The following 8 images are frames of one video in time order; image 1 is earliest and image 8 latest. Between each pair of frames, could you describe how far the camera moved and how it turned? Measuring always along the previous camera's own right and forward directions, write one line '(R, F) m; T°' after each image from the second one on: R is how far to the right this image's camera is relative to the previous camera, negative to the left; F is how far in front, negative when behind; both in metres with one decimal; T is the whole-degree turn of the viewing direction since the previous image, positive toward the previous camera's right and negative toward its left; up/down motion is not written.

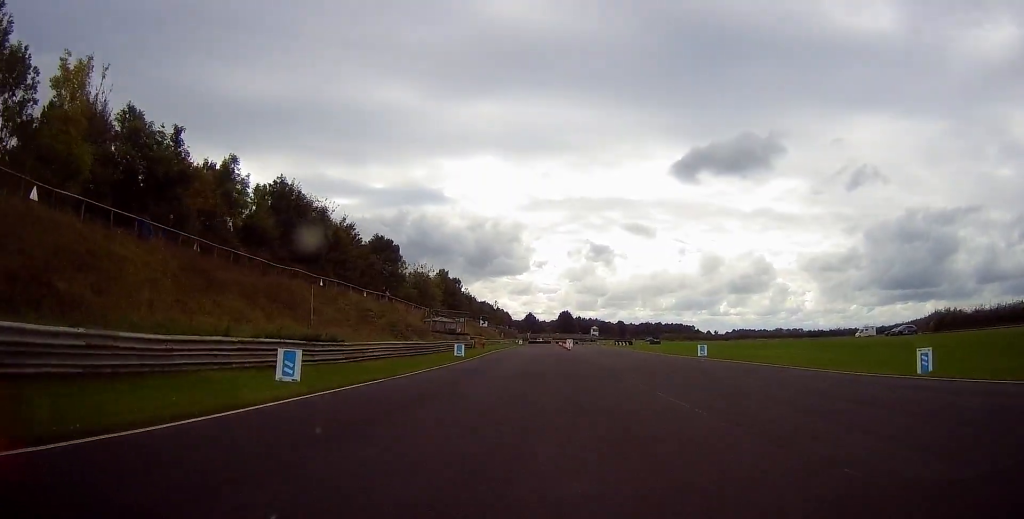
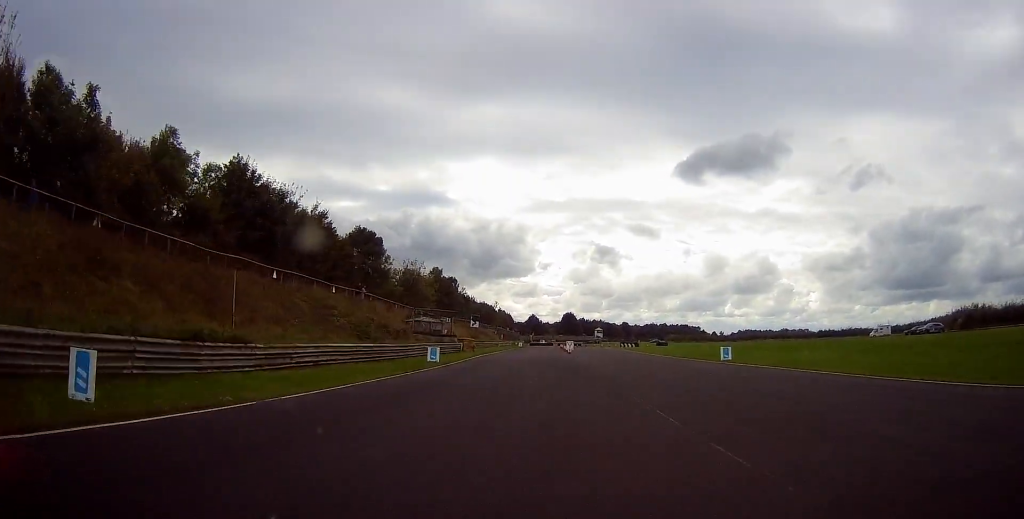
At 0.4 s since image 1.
(+0.2, +6.8) m; -1°
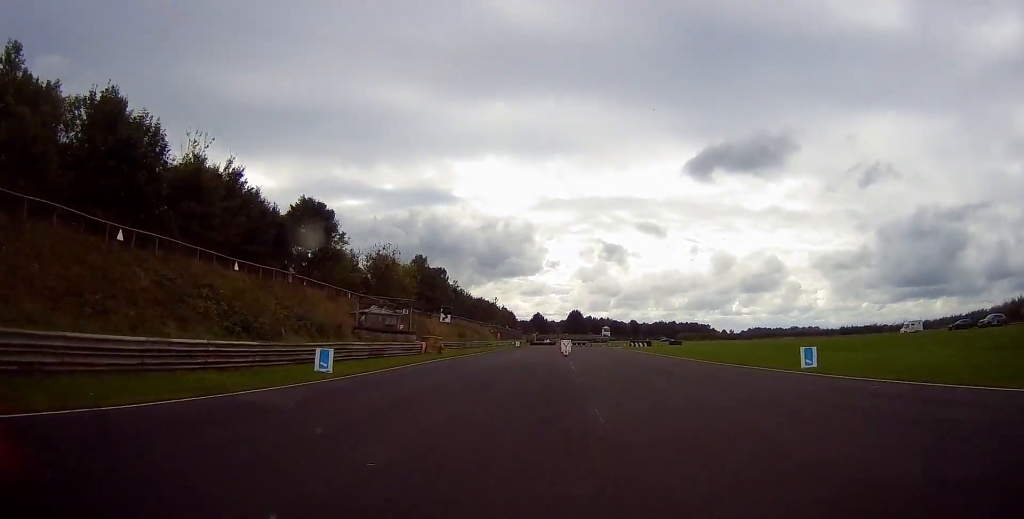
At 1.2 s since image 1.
(-0.4, +14.2) m; -1°
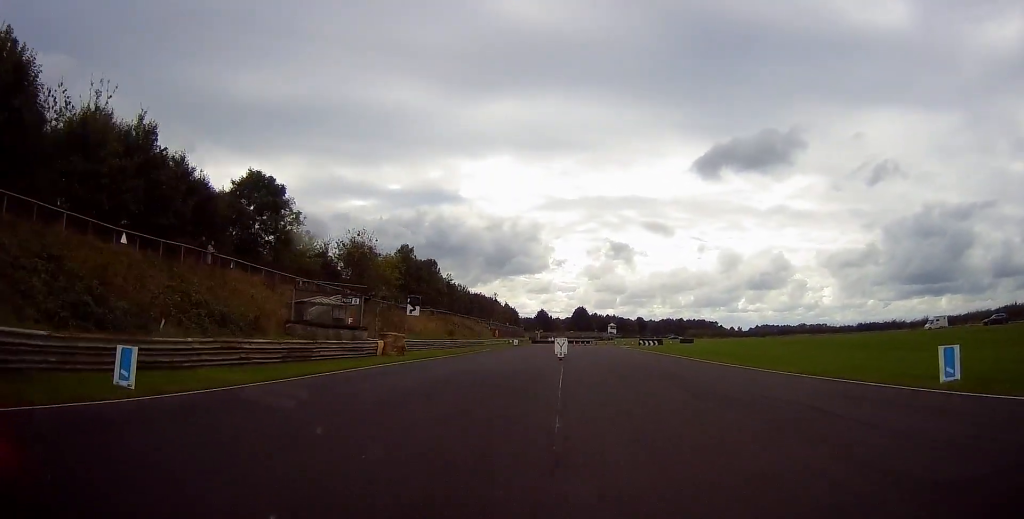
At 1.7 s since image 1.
(-0.1, +9.8) m; -1°
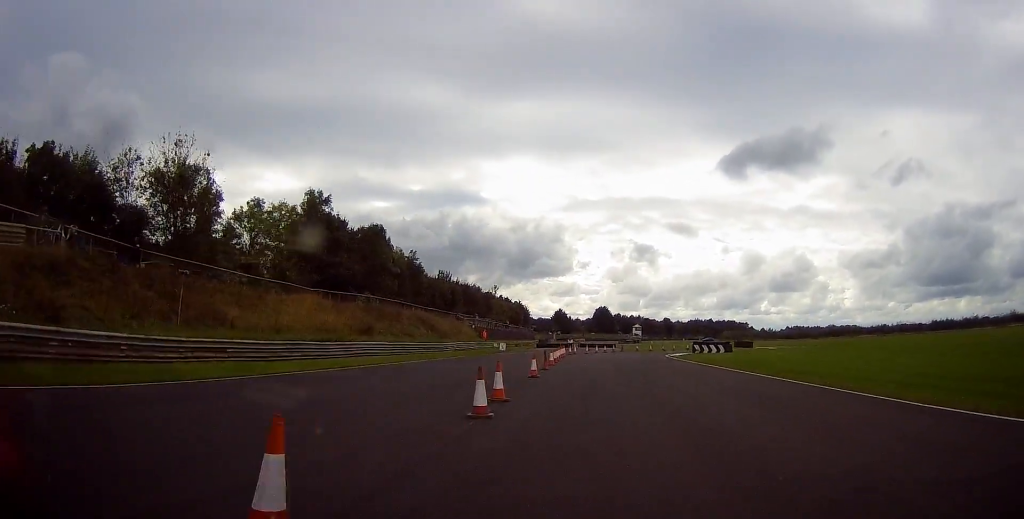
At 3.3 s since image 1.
(-0.4, +34.3) m; -1°
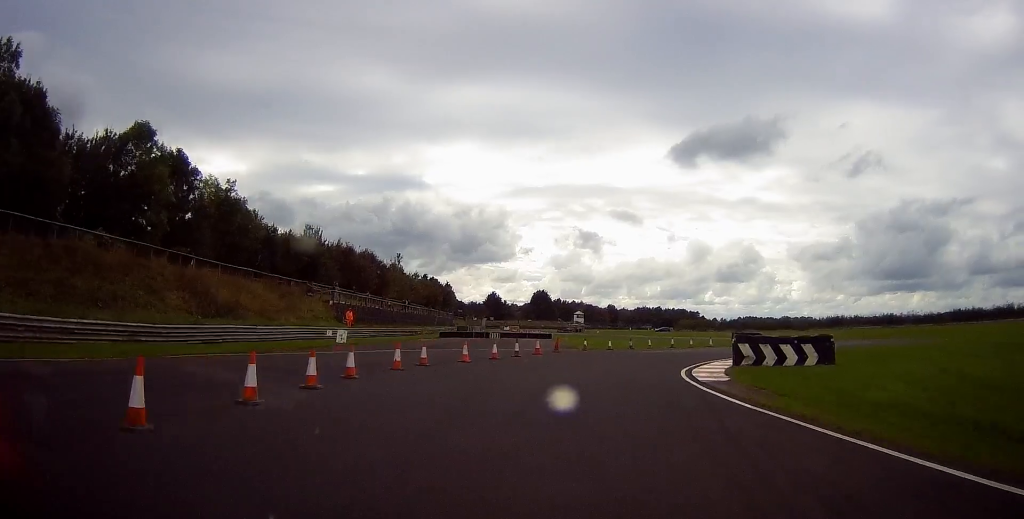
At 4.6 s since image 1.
(+0.6, +32.1) m; +5°
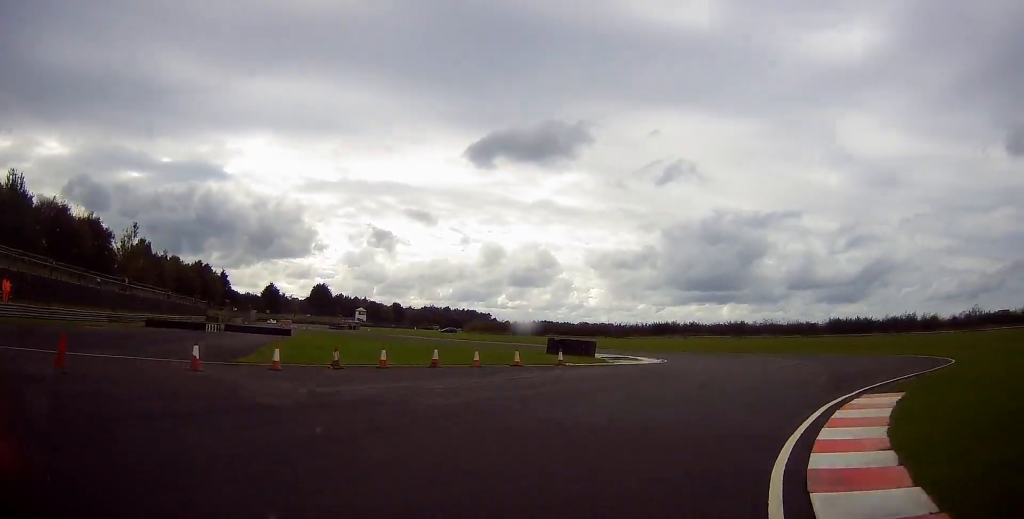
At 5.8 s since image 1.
(+2.5, +24.3) m; +13°
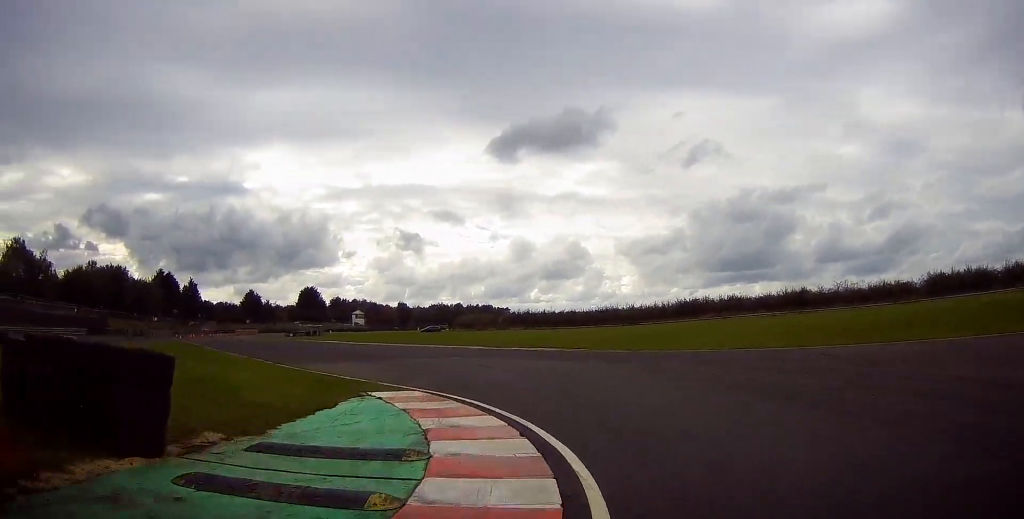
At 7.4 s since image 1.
(+5.0, +33.2) m; +1°
